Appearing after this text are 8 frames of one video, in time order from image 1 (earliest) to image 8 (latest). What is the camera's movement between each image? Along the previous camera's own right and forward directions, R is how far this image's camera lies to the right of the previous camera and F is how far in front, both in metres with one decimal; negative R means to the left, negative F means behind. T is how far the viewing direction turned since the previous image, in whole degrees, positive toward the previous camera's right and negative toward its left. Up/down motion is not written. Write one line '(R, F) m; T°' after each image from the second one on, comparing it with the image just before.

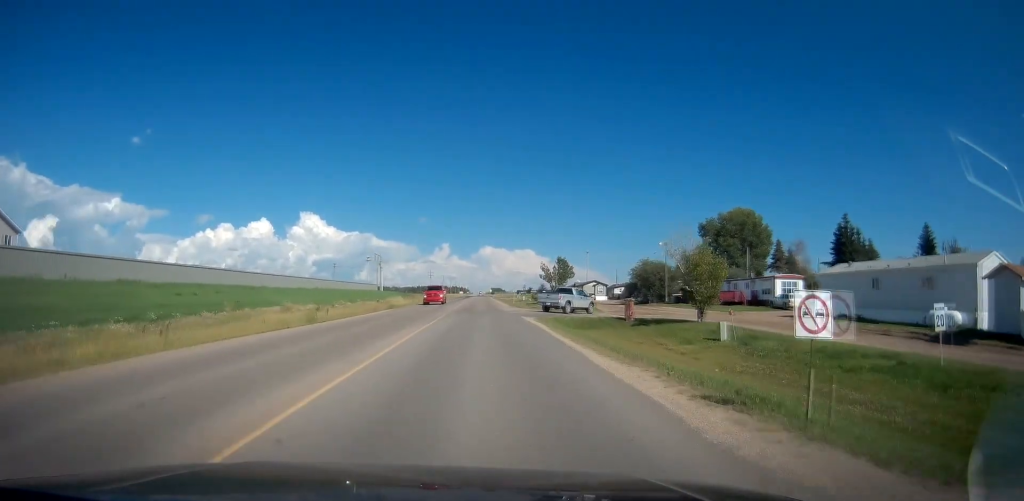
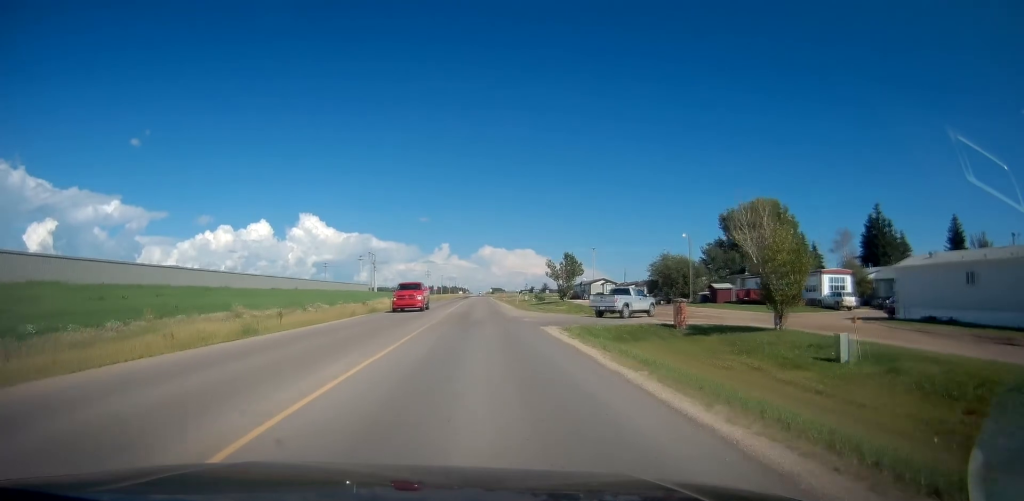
(0.0, +10.1) m; 0°
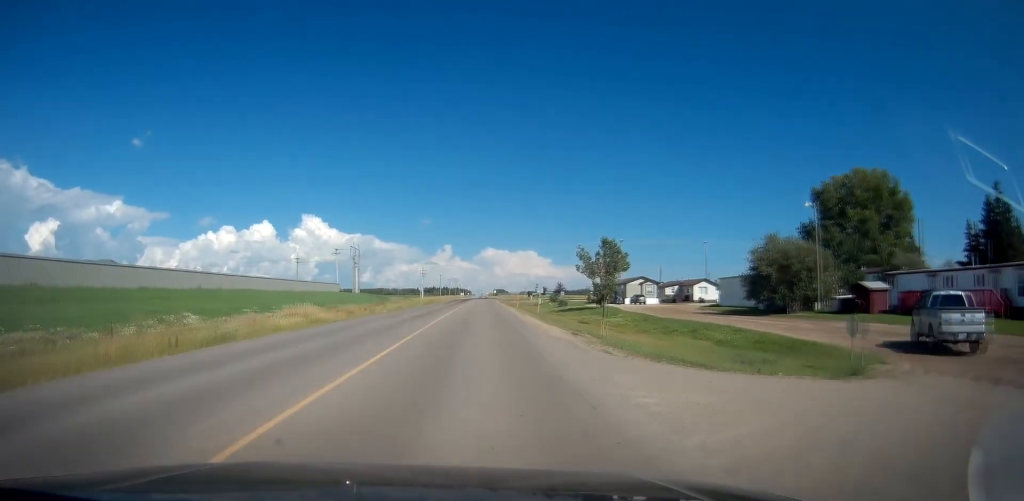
(0.0, +29.7) m; 0°
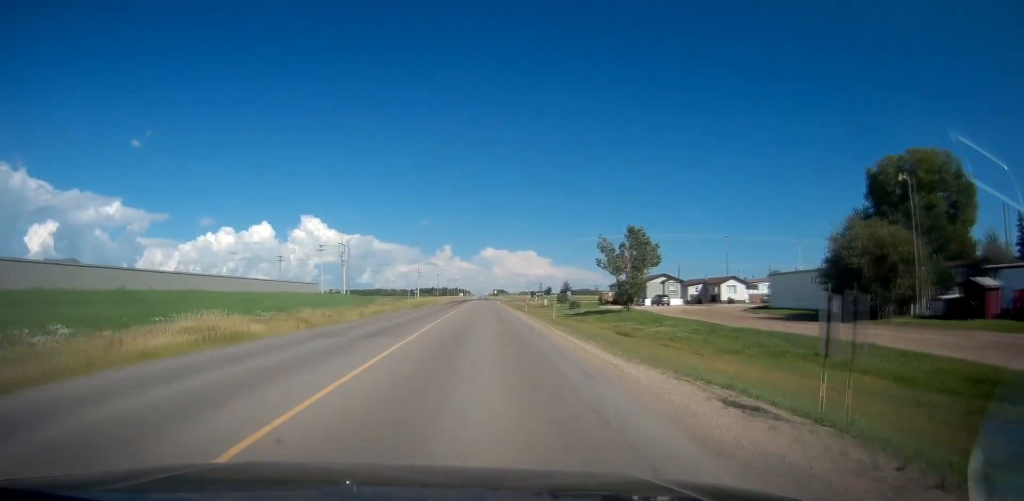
(0.0, +12.5) m; 0°
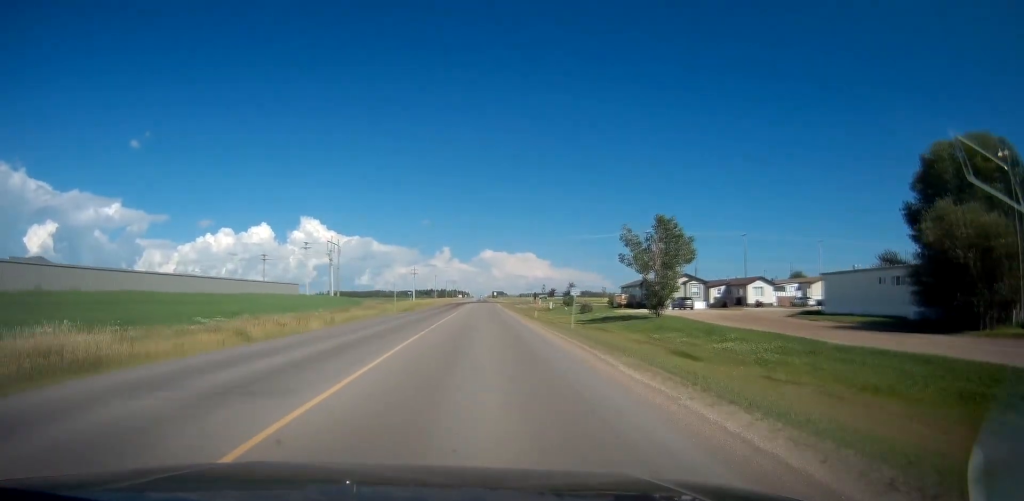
(0.0, +9.8) m; 0°
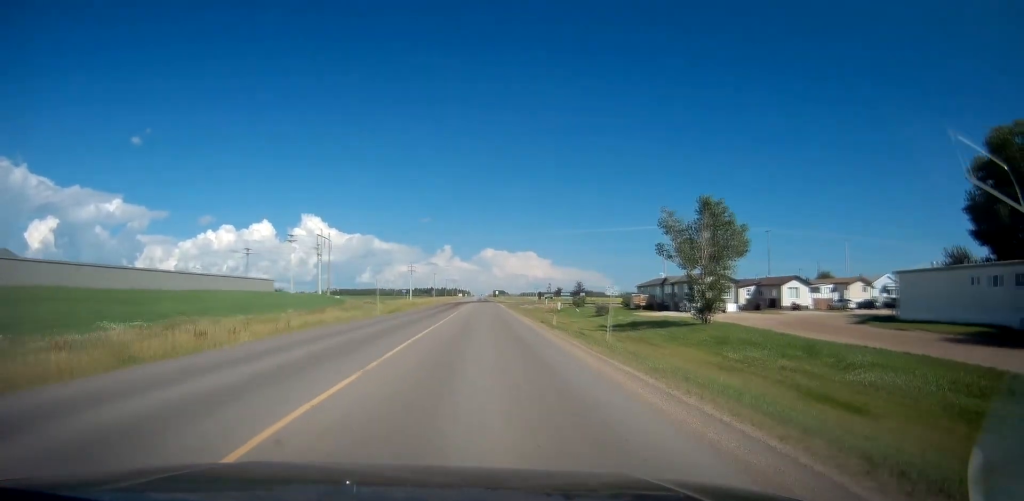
(0.0, +9.8) m; 0°
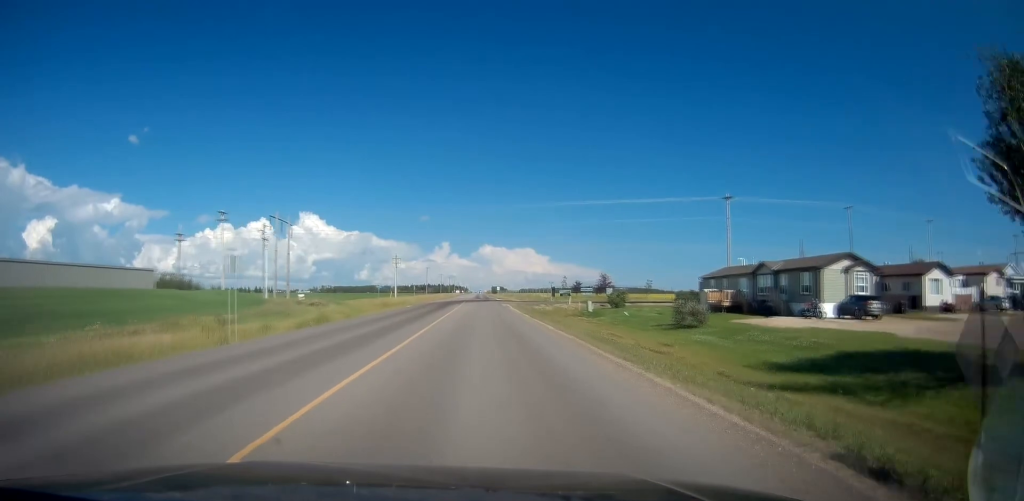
(0.0, +27.2) m; 0°
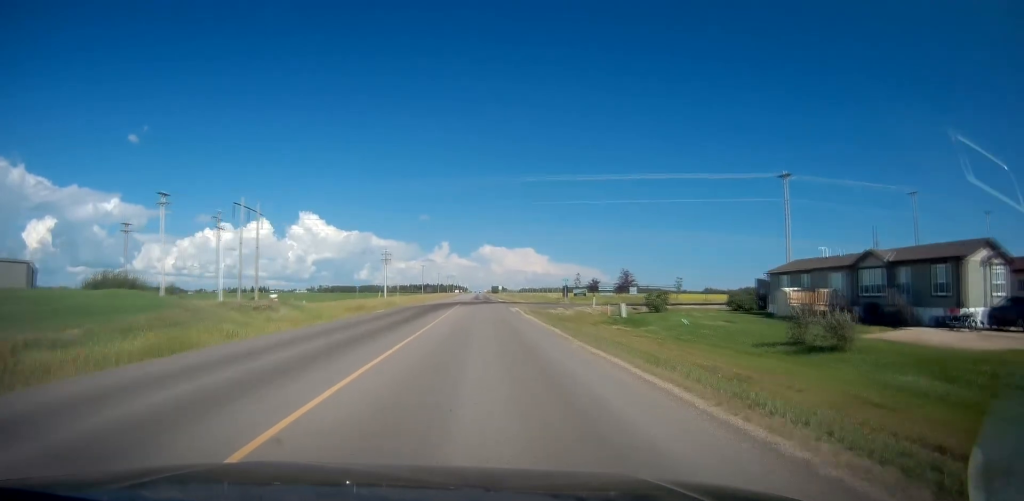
(0.0, +15.5) m; 0°
